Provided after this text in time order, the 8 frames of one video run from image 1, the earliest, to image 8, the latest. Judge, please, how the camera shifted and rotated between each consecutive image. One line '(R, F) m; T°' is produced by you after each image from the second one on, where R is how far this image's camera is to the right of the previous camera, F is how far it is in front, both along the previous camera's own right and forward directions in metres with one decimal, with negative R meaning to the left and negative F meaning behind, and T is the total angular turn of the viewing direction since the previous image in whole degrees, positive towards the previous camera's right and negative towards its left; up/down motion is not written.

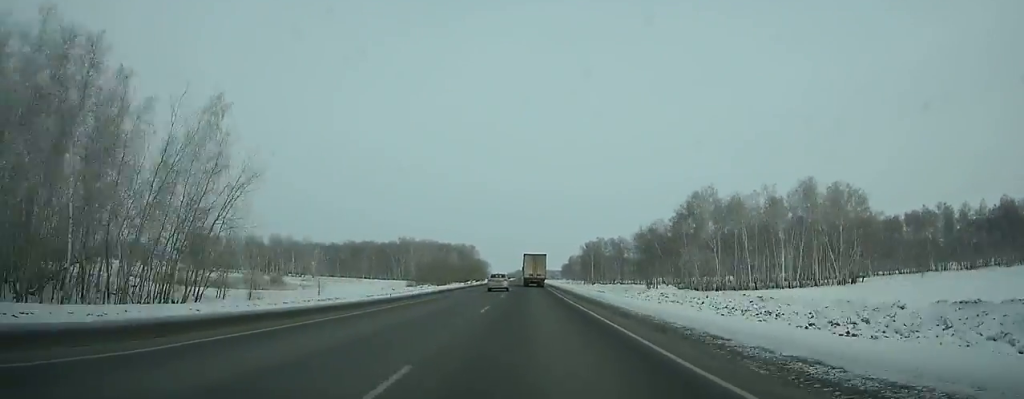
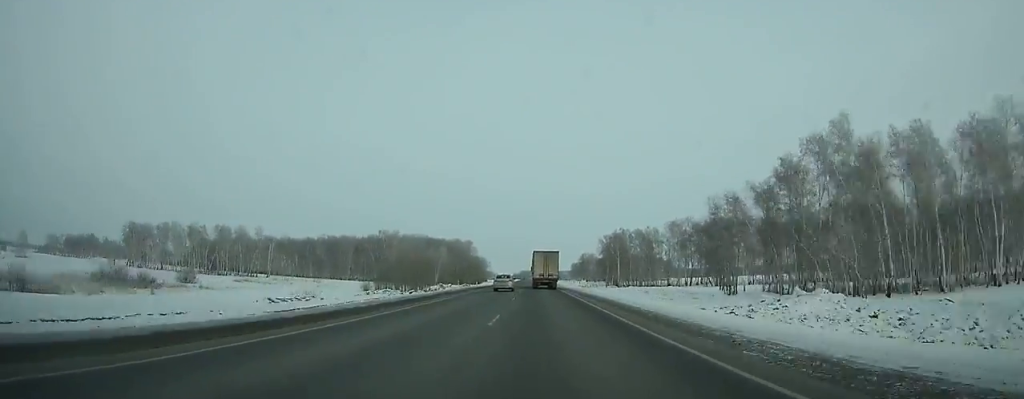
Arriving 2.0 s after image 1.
(-0.1, +54.9) m; 0°
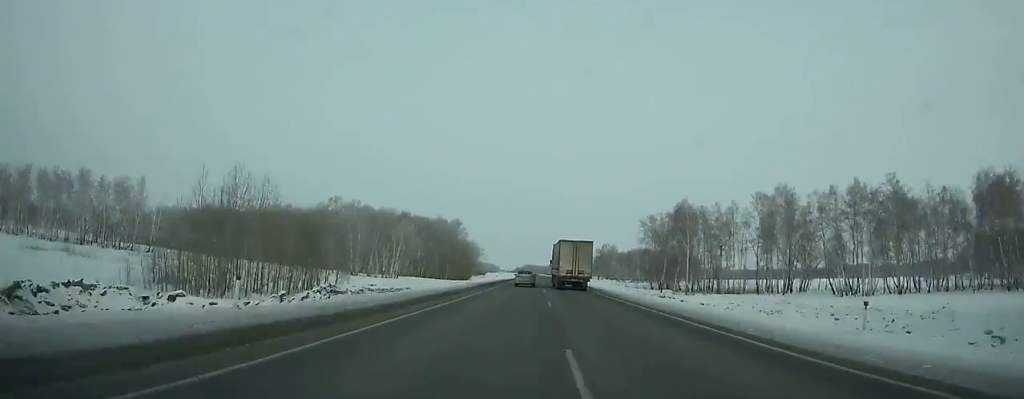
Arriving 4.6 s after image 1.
(-0.5, +74.9) m; 0°
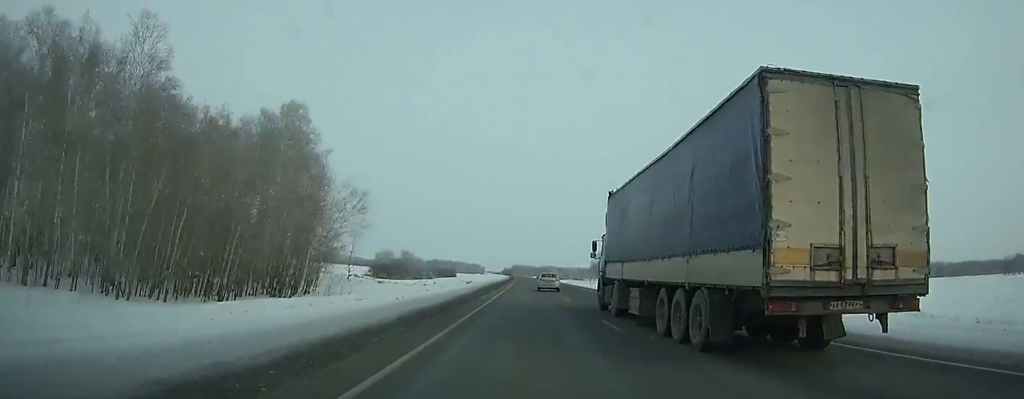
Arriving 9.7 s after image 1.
(+1.4, +155.1) m; +1°
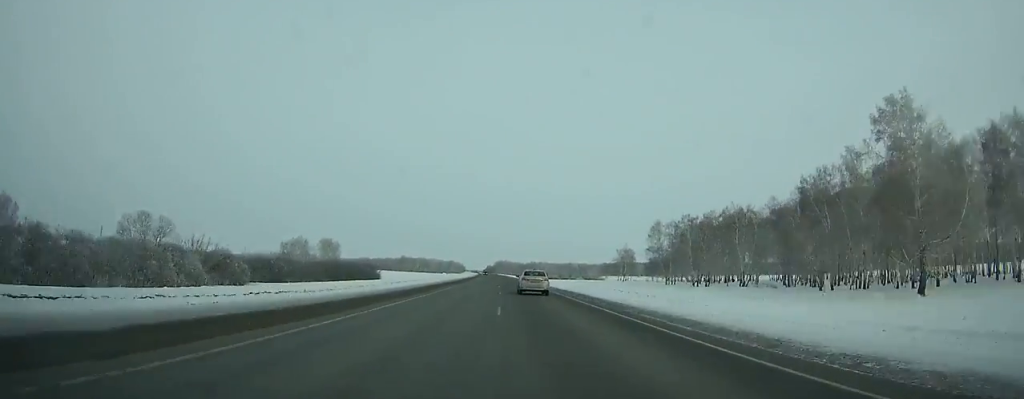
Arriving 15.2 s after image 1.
(+0.6, +169.0) m; -1°
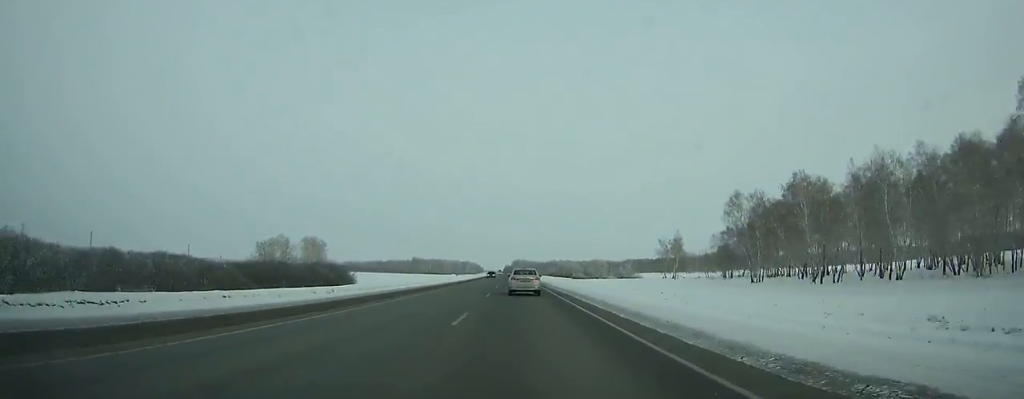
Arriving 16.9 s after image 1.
(+0.1, +51.5) m; -1°
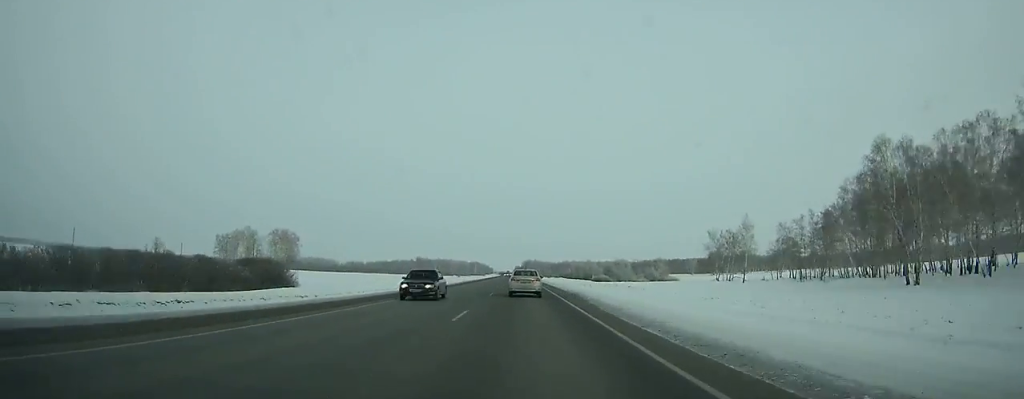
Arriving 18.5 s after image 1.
(-1.0, +47.4) m; -1°
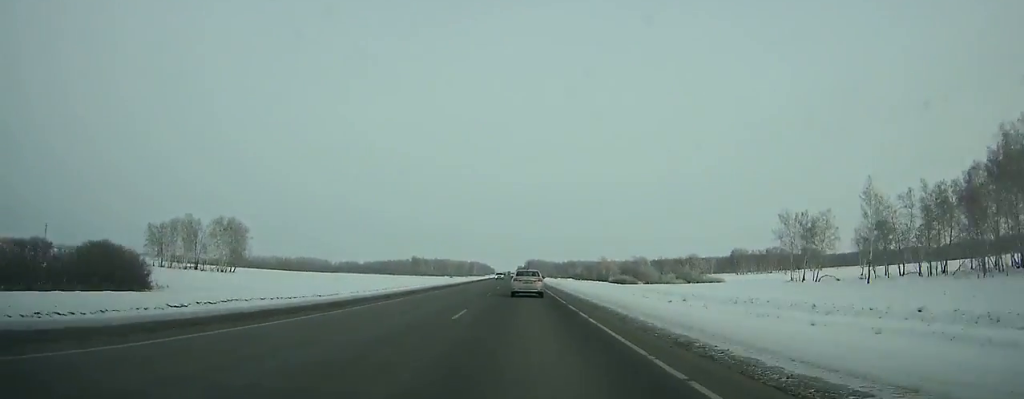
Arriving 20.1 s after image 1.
(-0.4, +47.3) m; -1°
